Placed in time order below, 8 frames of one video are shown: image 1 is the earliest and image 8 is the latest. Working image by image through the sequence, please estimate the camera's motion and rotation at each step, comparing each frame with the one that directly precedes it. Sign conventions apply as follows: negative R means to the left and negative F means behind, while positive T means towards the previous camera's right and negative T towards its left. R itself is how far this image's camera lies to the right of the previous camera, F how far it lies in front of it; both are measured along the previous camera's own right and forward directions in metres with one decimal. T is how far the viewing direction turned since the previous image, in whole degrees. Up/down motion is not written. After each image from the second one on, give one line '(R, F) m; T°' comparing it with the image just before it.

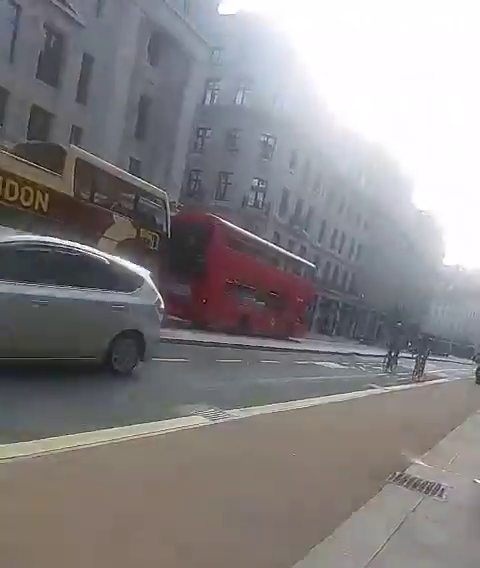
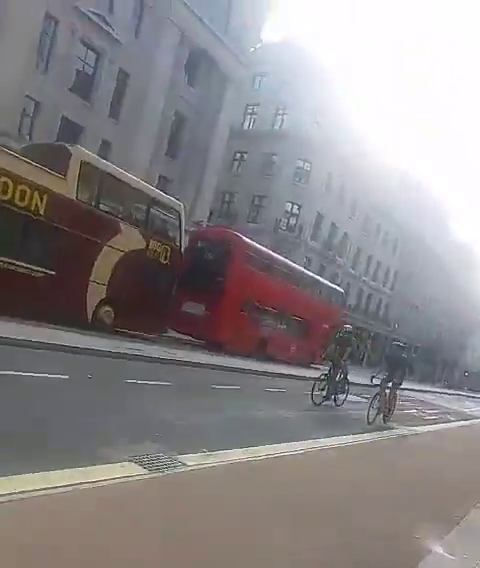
(+0.1, +1.6) m; -1°
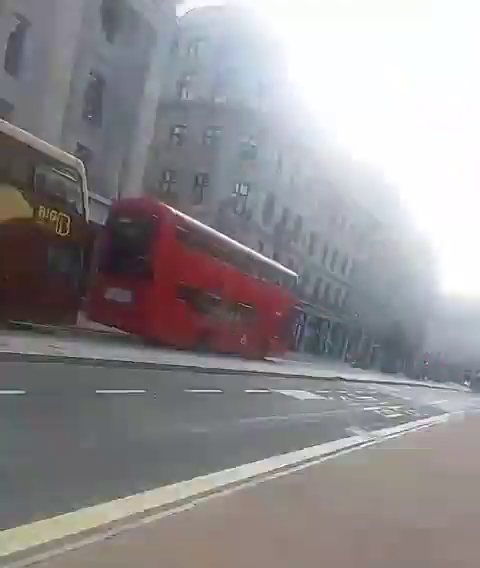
(-0.1, +2.6) m; 0°
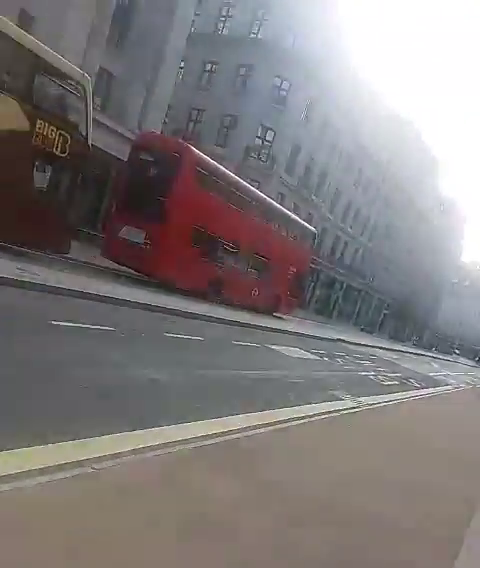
(0.0, +1.0) m; +1°
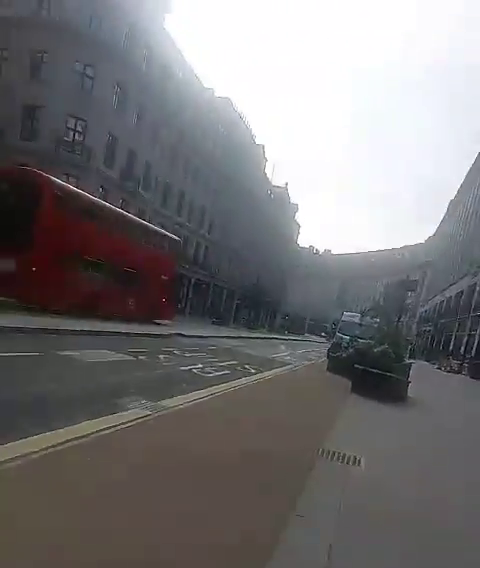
(+0.1, +2.1) m; +4°
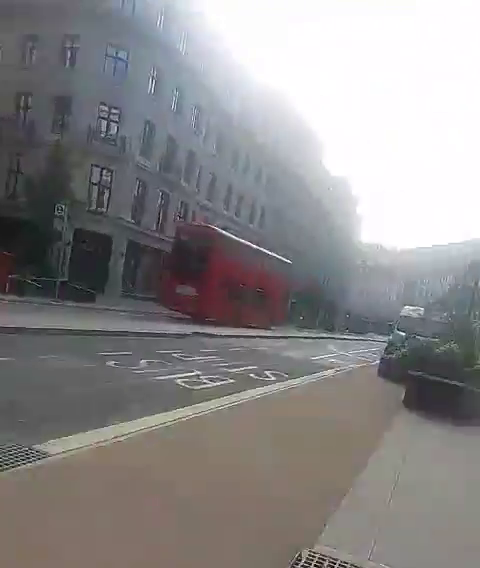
(0.0, +2.7) m; +1°
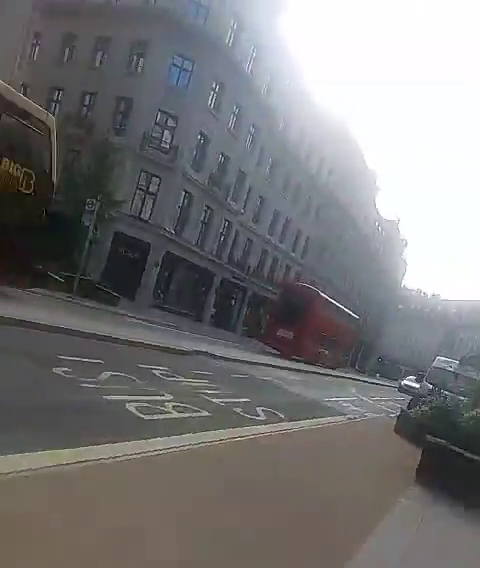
(0.0, +1.8) m; 0°
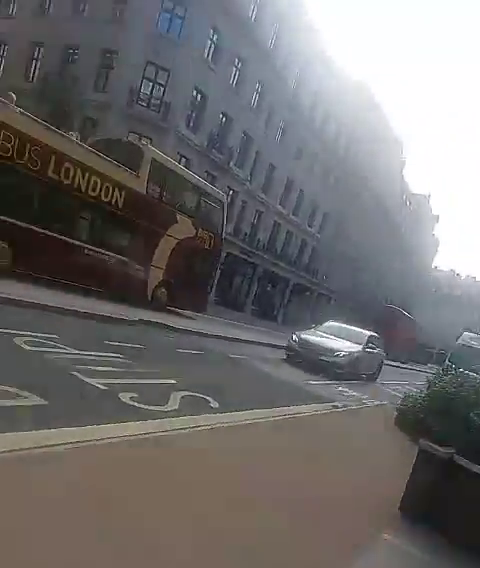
(0.0, +3.4) m; -1°
